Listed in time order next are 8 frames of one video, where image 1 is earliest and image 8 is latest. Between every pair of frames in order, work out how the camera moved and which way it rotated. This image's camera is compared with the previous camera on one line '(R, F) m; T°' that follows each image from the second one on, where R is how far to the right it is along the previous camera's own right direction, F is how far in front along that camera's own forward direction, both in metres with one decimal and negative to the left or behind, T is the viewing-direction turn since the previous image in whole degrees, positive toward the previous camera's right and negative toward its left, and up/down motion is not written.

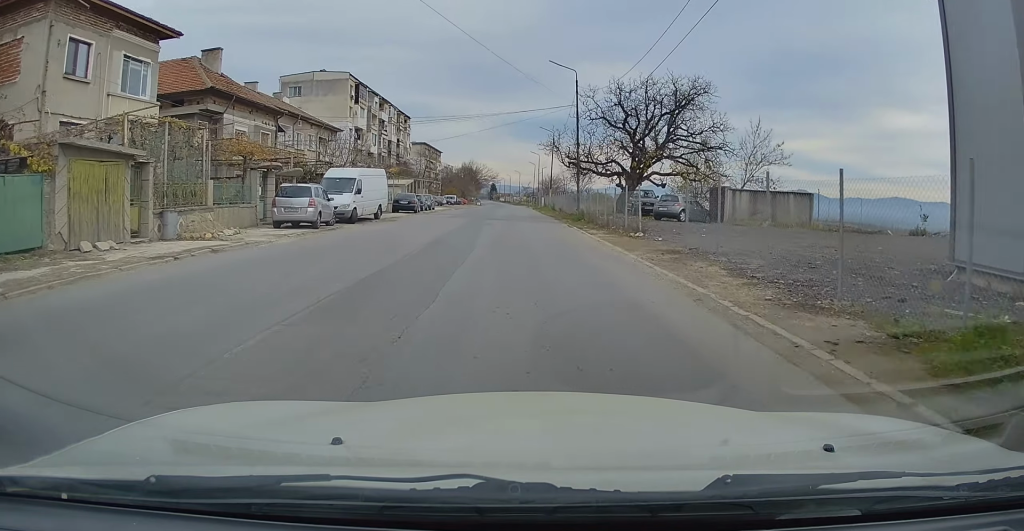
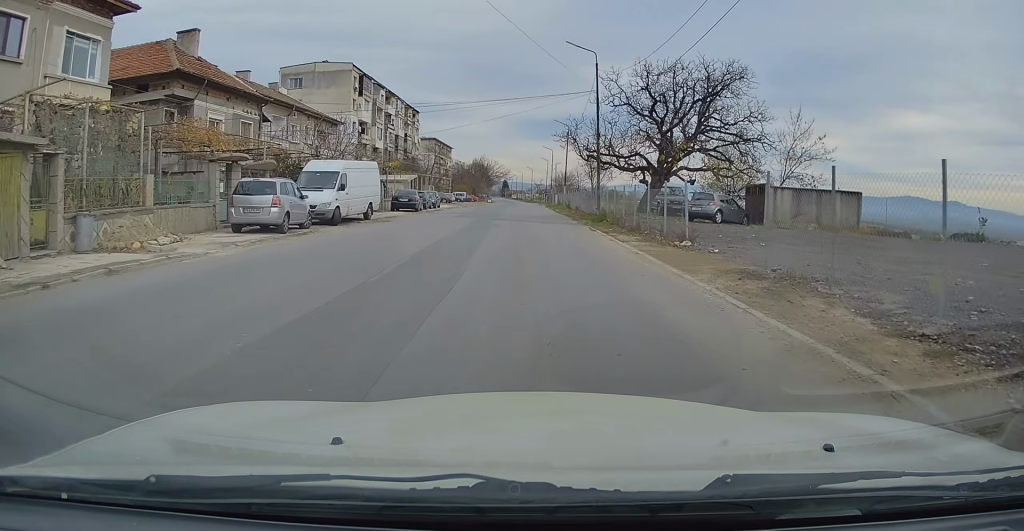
(-0.2, +4.5) m; -1°
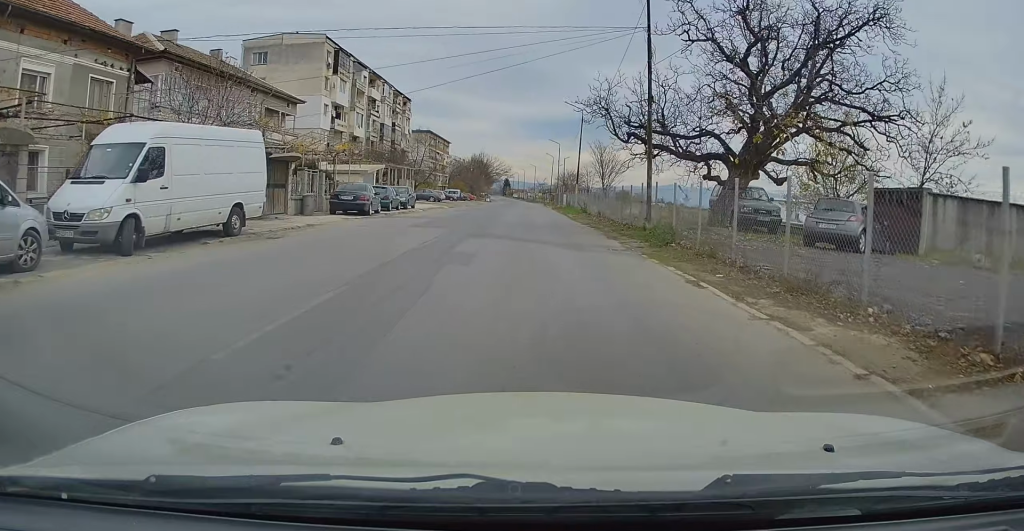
(-0.1, +13.6) m; +1°
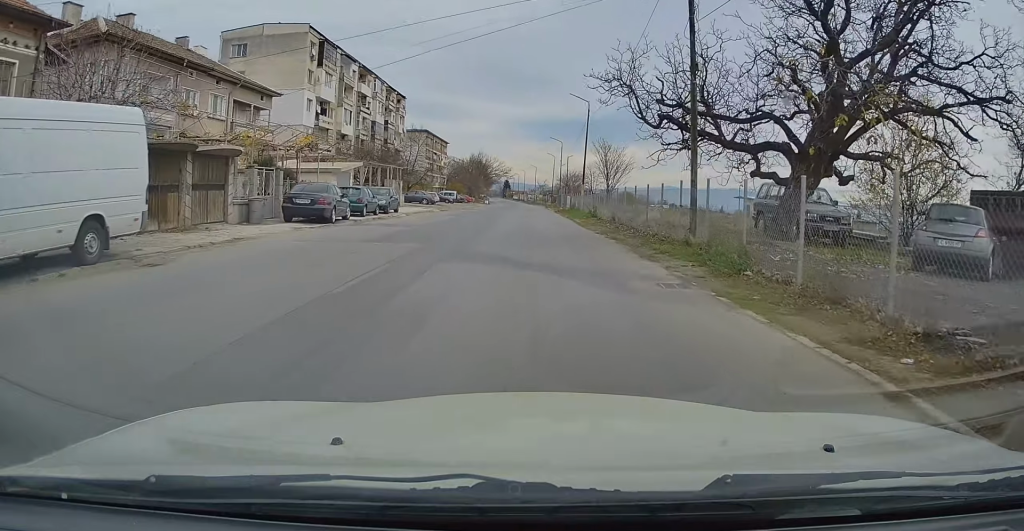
(+0.1, +5.5) m; +1°
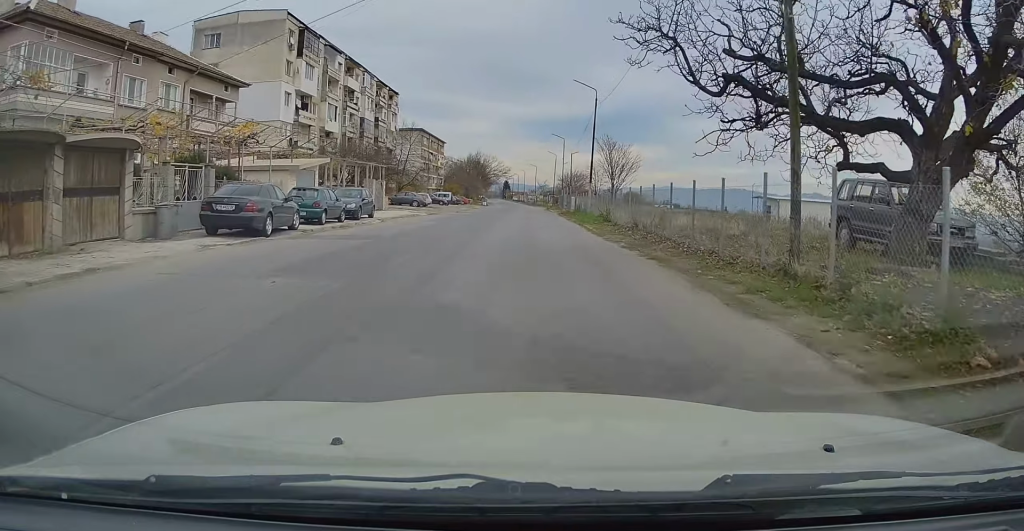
(0.0, +5.9) m; 0°
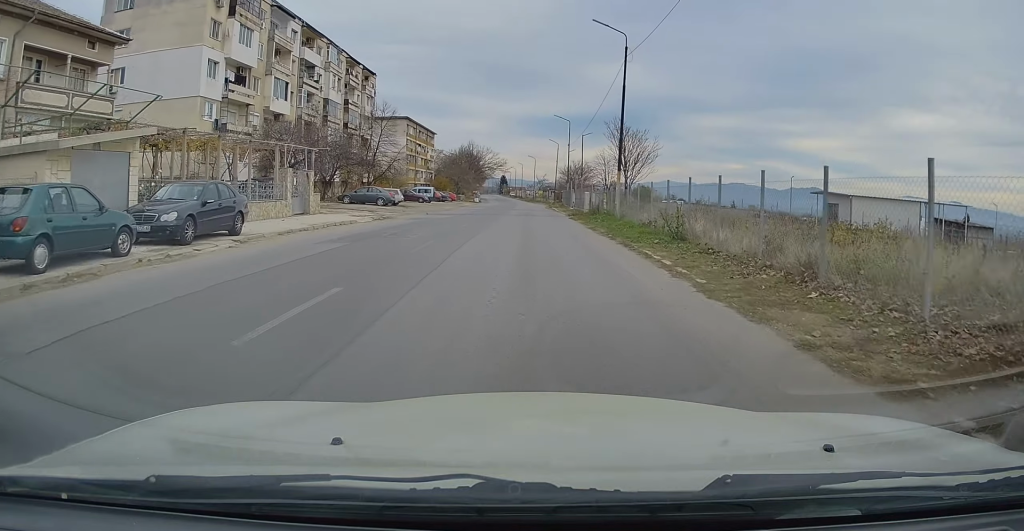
(-0.1, +14.6) m; -1°
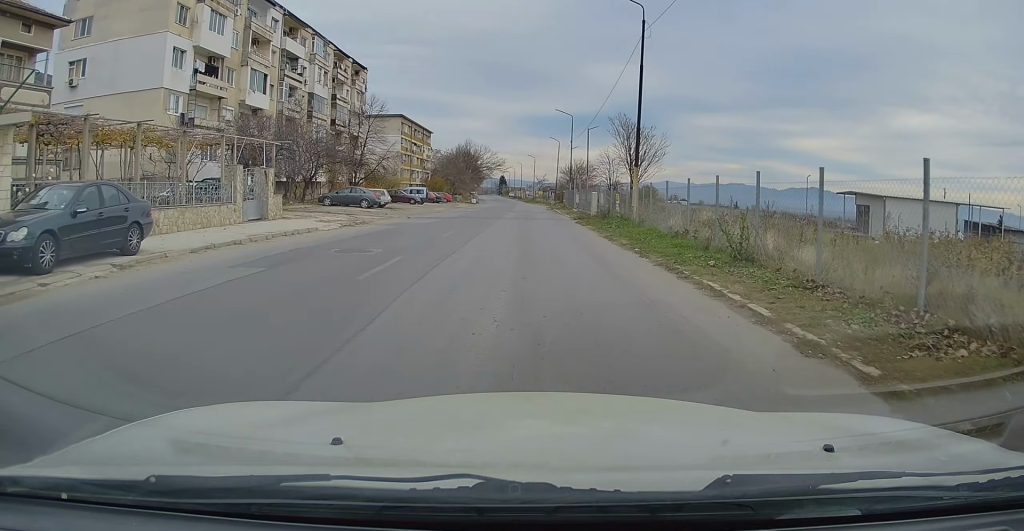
(+0.1, +4.9) m; -1°
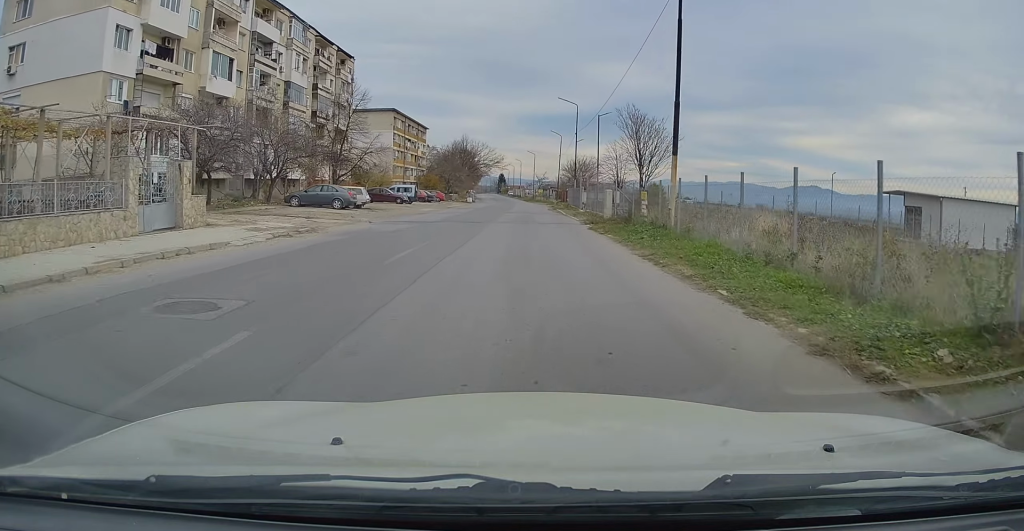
(-0.1, +6.6) m; -1°
